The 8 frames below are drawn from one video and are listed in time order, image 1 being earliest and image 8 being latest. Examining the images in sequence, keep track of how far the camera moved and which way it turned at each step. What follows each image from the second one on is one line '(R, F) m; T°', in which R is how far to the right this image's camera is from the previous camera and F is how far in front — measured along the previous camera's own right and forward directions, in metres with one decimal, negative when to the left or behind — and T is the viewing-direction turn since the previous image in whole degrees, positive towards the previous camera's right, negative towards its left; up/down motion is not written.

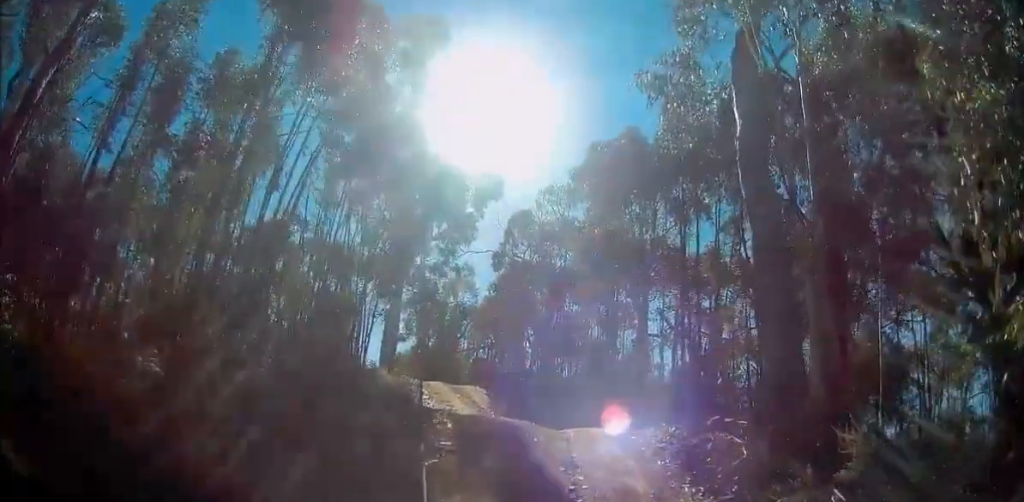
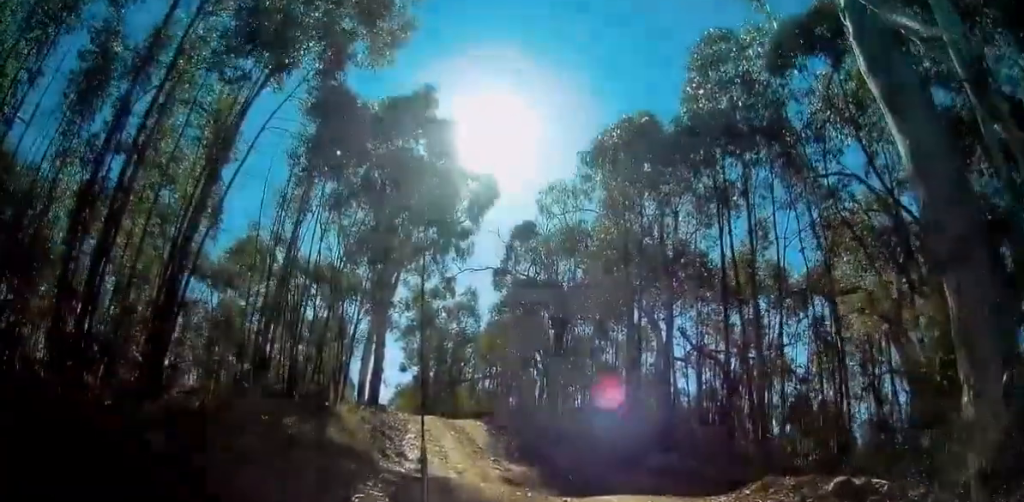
(+0.1, +3.6) m; +2°
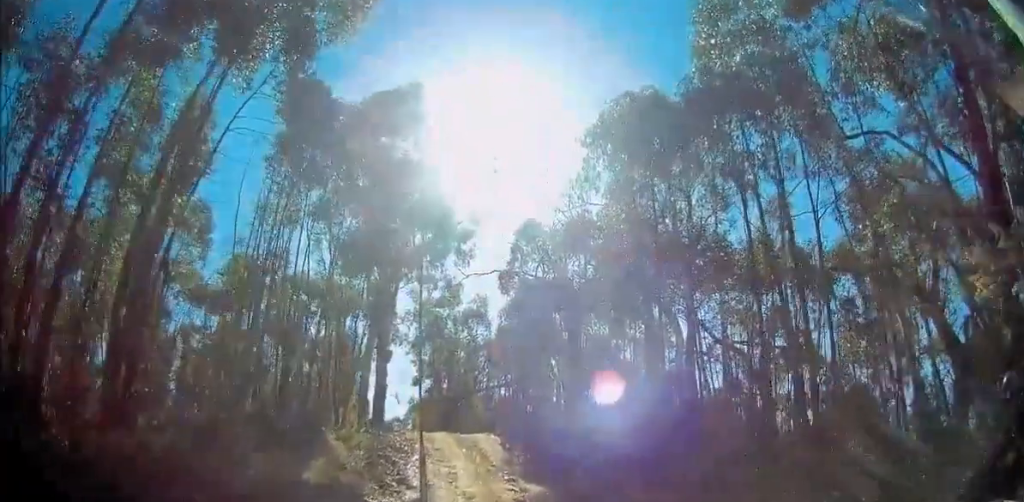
(+0.2, +1.5) m; +1°
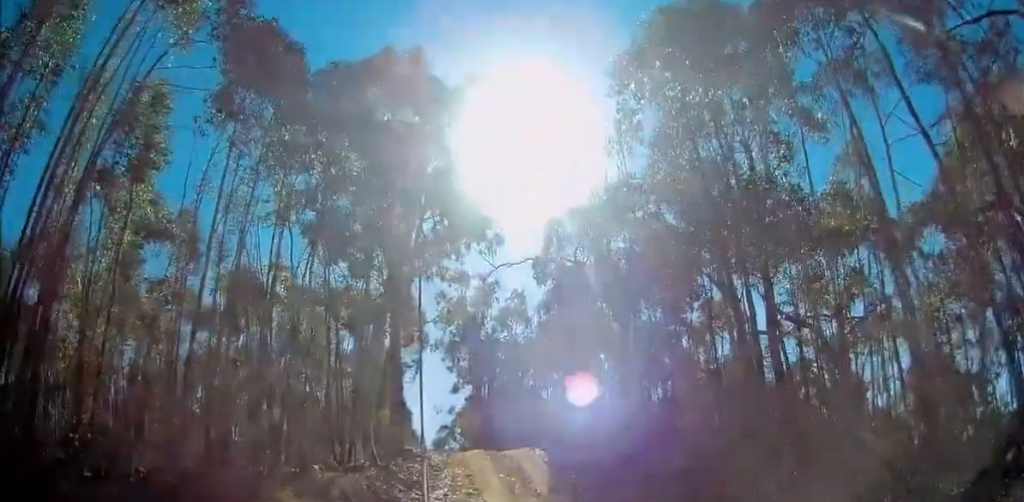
(-0.3, +3.8) m; -1°
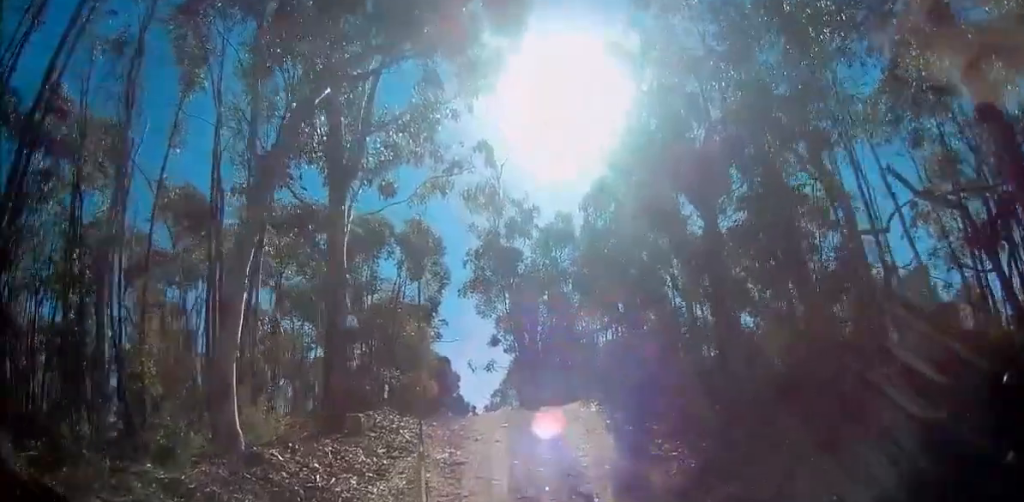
(-1.2, +8.0) m; -14°
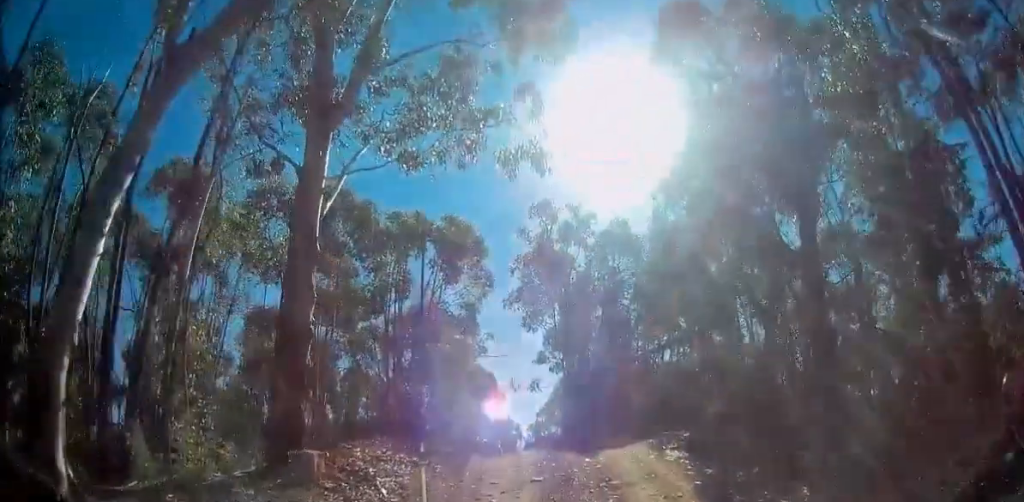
(0.0, +3.0) m; -1°
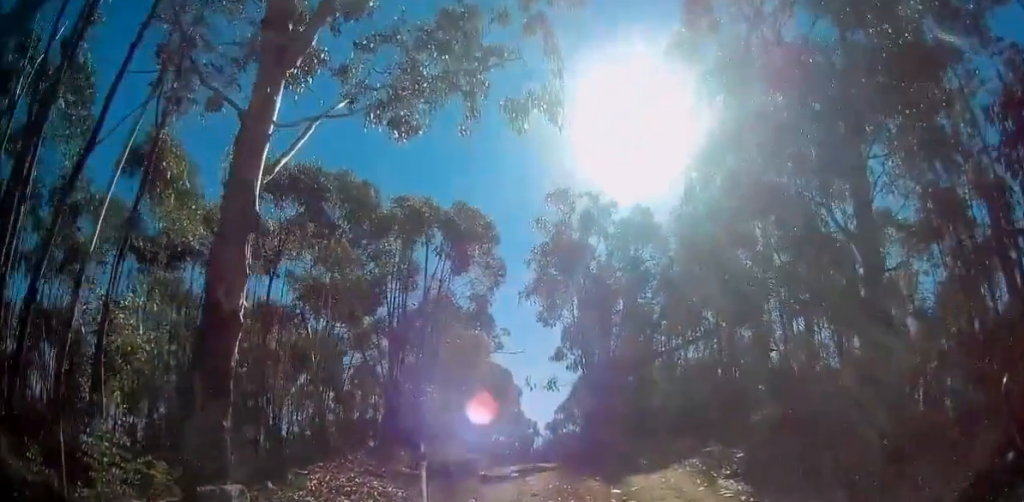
(0.0, +1.6) m; -2°
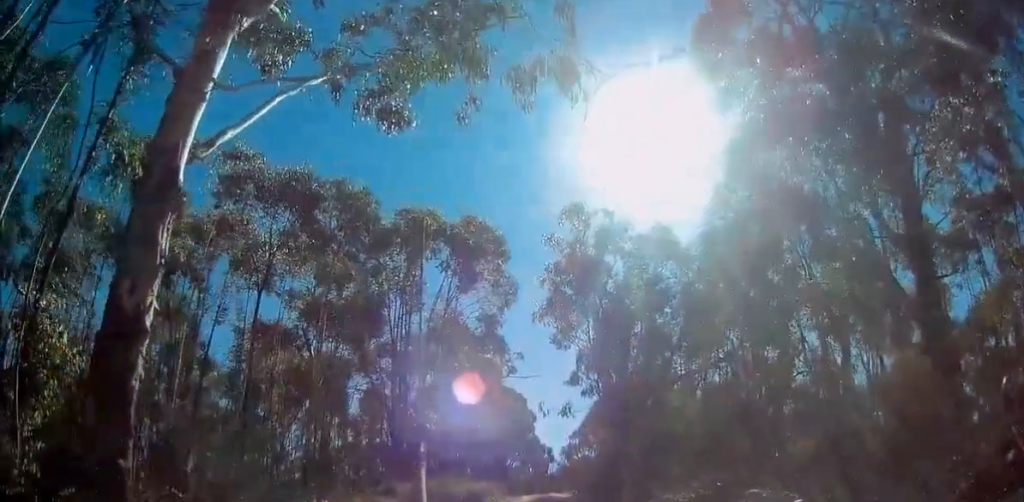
(0.0, +1.3) m; -2°
